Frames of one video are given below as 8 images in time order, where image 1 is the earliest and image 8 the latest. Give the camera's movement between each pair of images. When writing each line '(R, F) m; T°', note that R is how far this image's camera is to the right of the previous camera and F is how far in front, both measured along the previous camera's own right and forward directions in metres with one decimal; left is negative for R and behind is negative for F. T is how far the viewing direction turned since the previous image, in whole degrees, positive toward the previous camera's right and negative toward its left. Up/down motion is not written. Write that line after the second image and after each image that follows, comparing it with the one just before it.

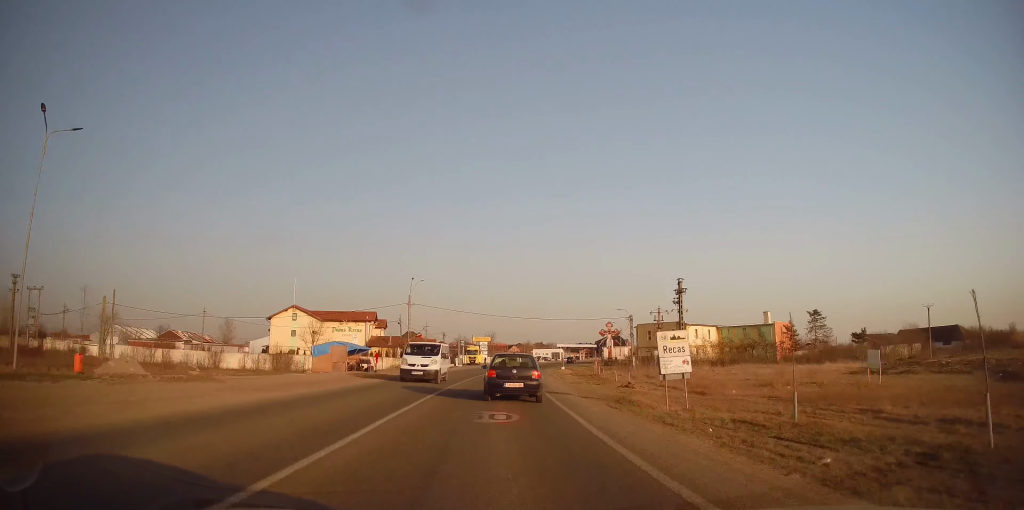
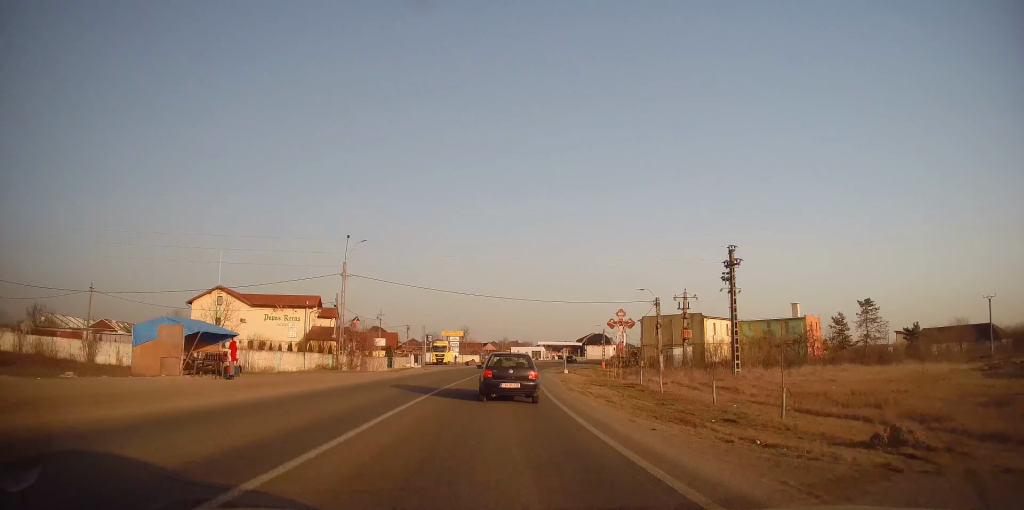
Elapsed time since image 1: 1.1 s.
(0.0, +21.7) m; +1°
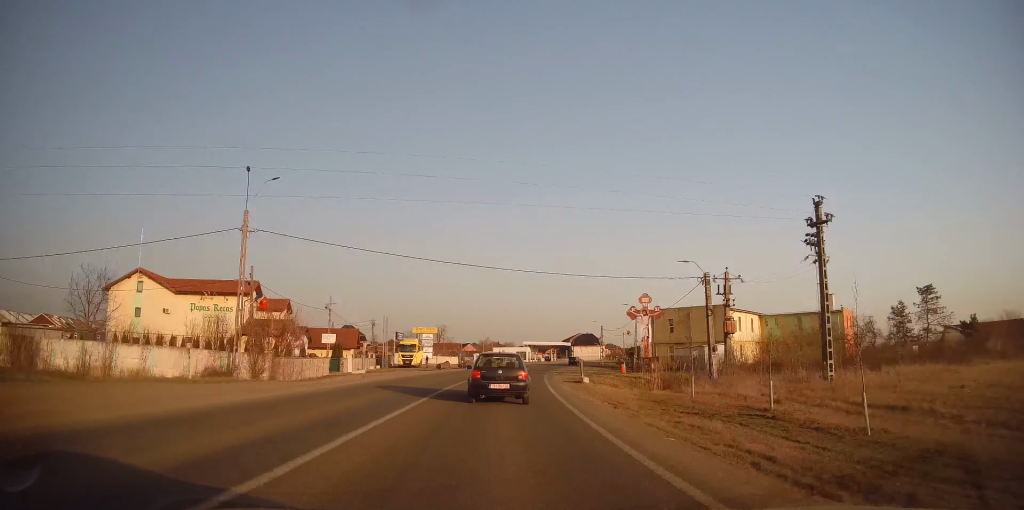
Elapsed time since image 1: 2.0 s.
(+0.3, +16.7) m; +2°
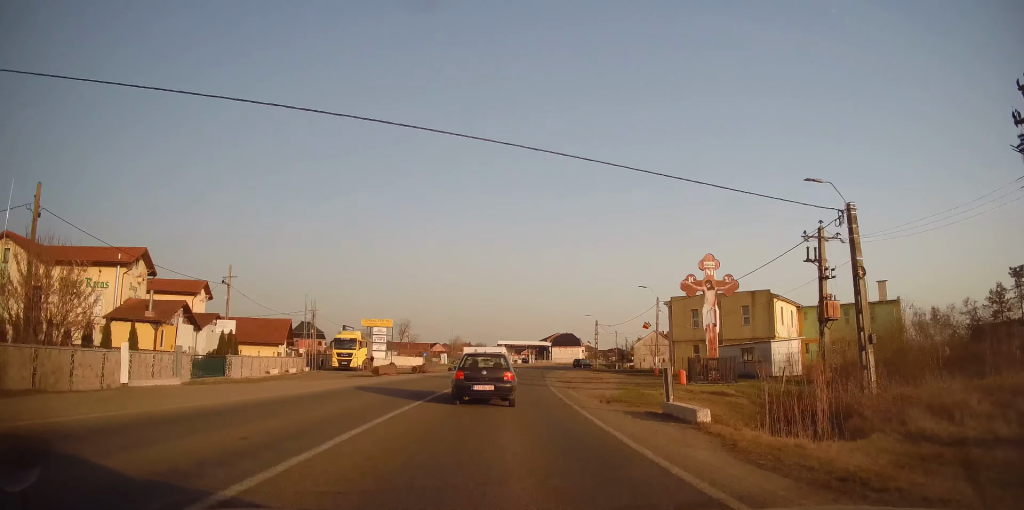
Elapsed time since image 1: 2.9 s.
(+0.3, +18.2) m; +2°
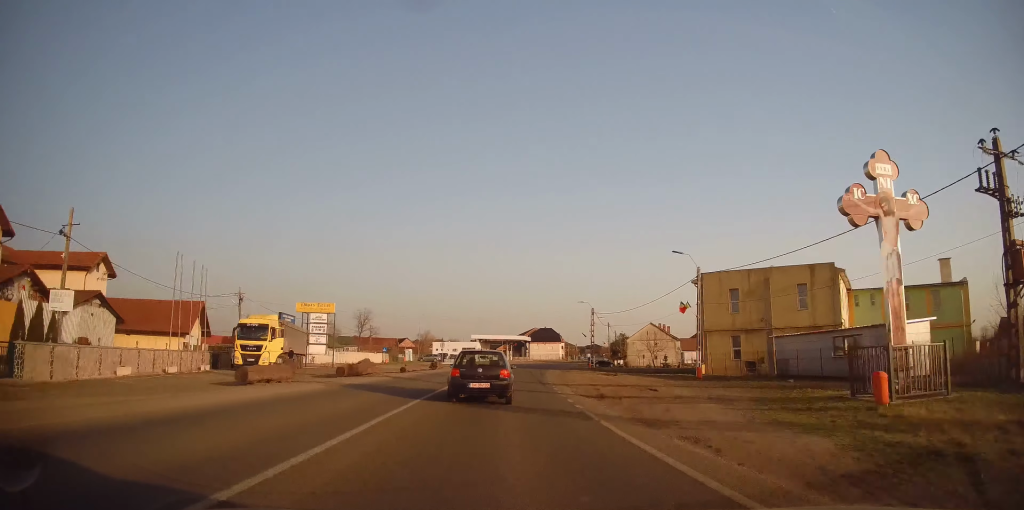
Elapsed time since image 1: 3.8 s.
(+0.2, +16.0) m; +2°
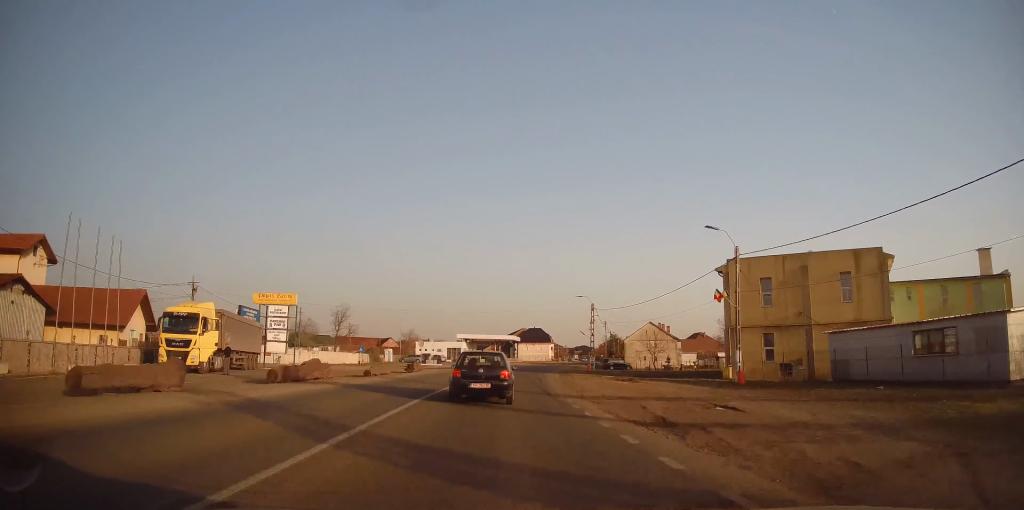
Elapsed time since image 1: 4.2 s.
(0.0, +7.9) m; +2°
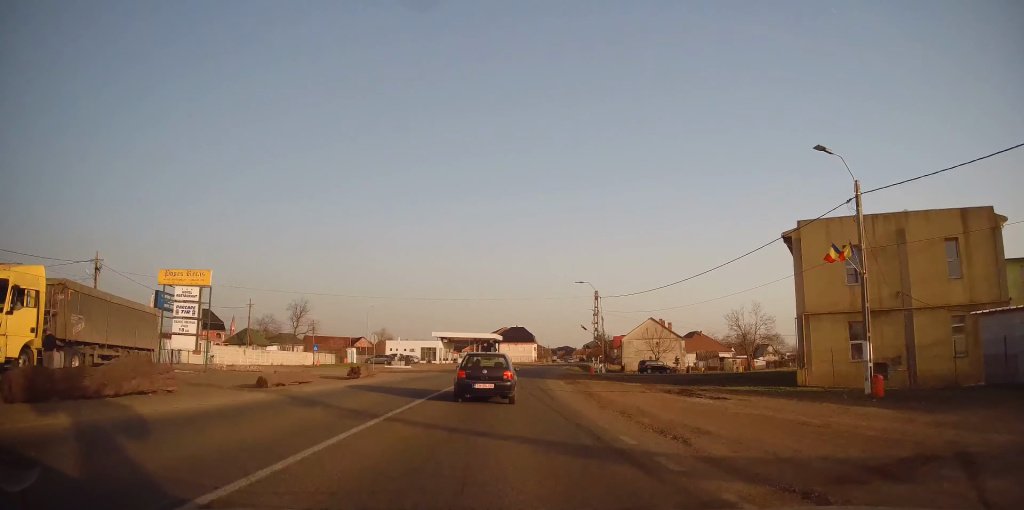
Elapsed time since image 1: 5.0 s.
(+0.4, +13.2) m; +2°
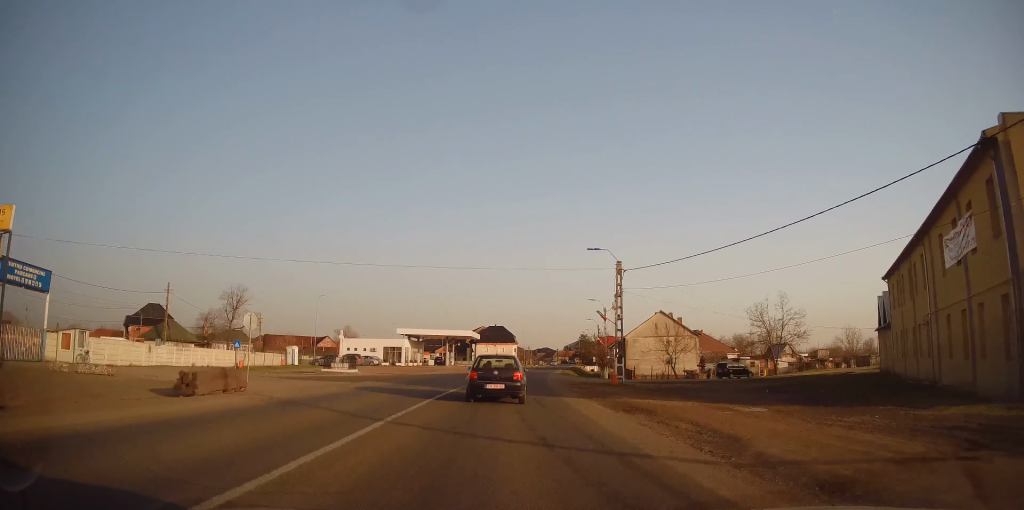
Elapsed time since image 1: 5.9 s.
(+0.4, +16.0) m; +3°
